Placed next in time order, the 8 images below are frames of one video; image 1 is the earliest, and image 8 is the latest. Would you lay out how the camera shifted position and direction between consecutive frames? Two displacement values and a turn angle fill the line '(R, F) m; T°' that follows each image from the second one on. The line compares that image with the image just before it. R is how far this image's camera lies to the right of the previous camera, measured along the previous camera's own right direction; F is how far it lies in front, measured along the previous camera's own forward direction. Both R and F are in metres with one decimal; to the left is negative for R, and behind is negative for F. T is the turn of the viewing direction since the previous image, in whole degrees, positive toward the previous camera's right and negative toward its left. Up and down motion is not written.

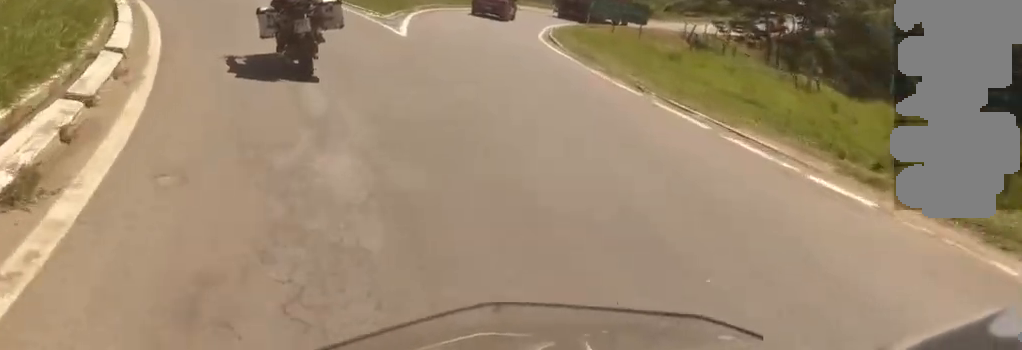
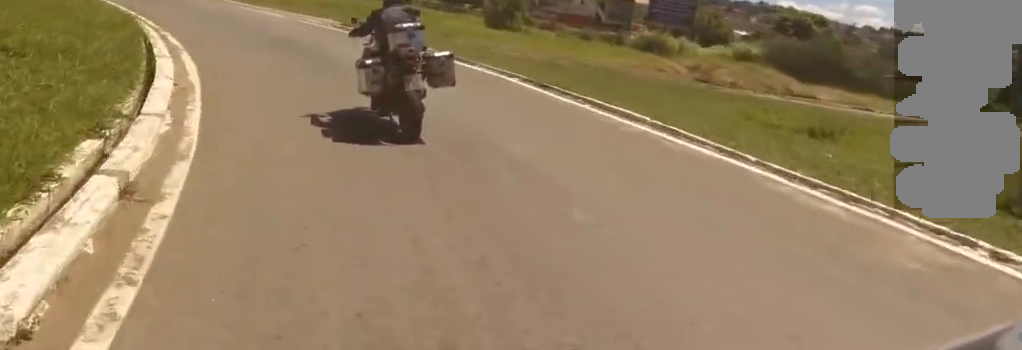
(-3.5, +18.2) m; -25°
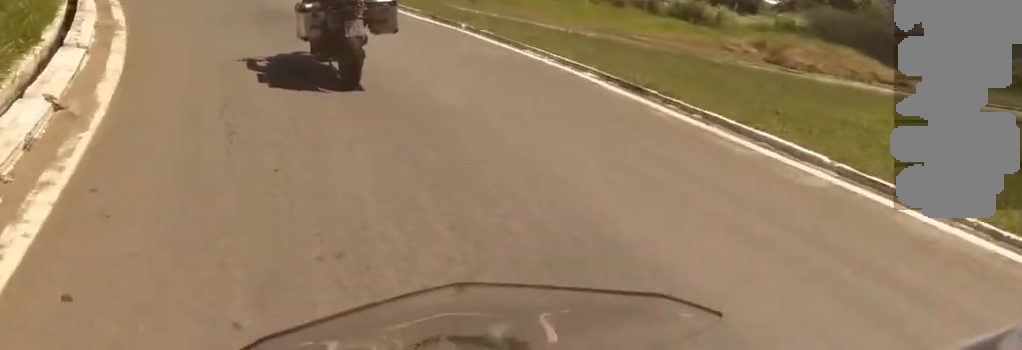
(-0.7, +4.8) m; -6°
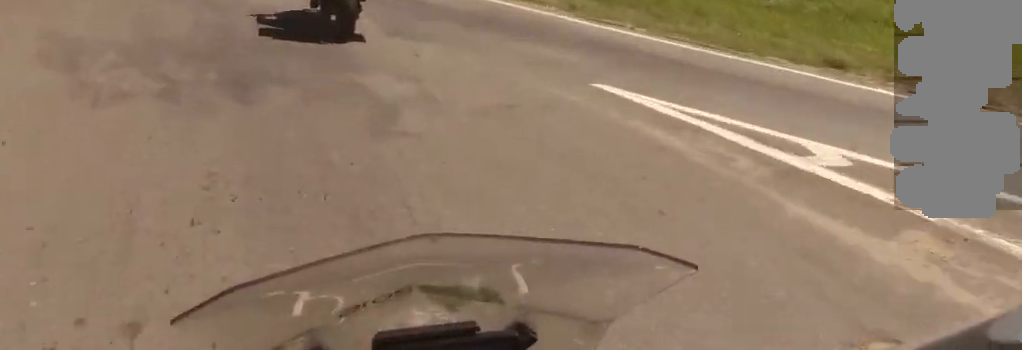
(-2.9, +18.7) m; -18°
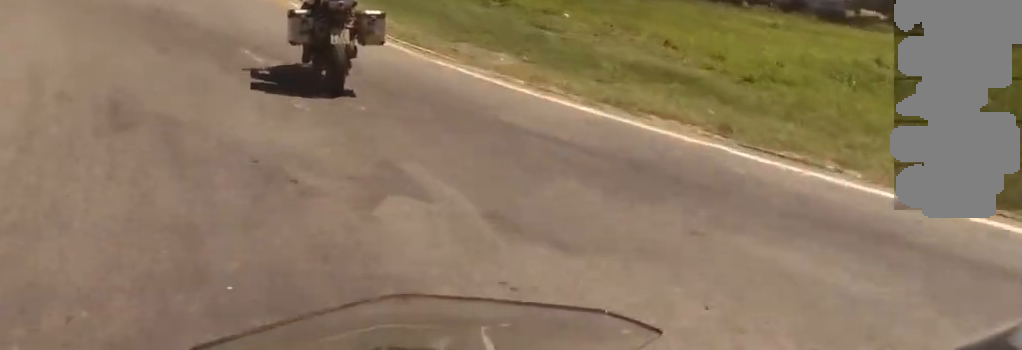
(-0.1, +4.6) m; -5°
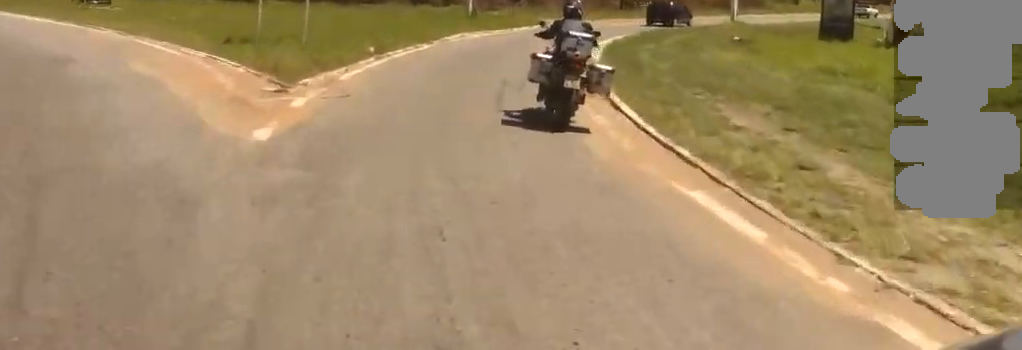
(-0.6, +13.9) m; -6°
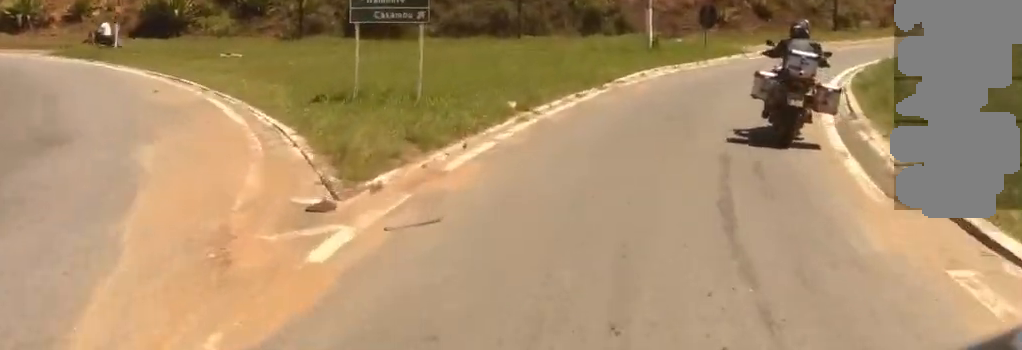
(+0.3, +5.8) m; -5°
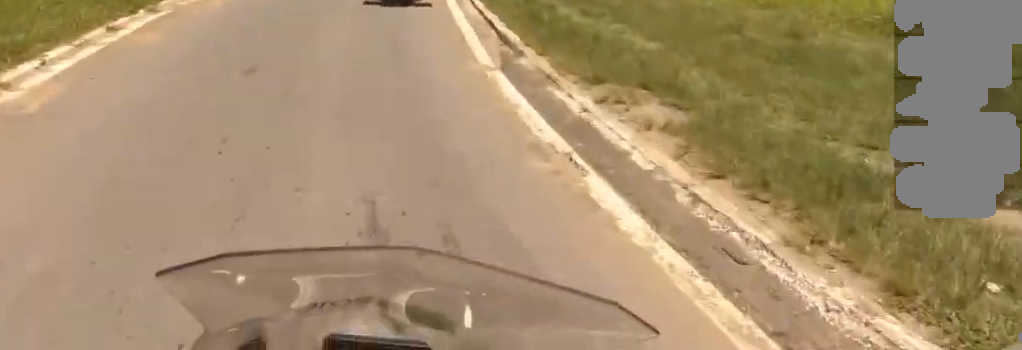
(-1.1, +6.7) m; -3°
